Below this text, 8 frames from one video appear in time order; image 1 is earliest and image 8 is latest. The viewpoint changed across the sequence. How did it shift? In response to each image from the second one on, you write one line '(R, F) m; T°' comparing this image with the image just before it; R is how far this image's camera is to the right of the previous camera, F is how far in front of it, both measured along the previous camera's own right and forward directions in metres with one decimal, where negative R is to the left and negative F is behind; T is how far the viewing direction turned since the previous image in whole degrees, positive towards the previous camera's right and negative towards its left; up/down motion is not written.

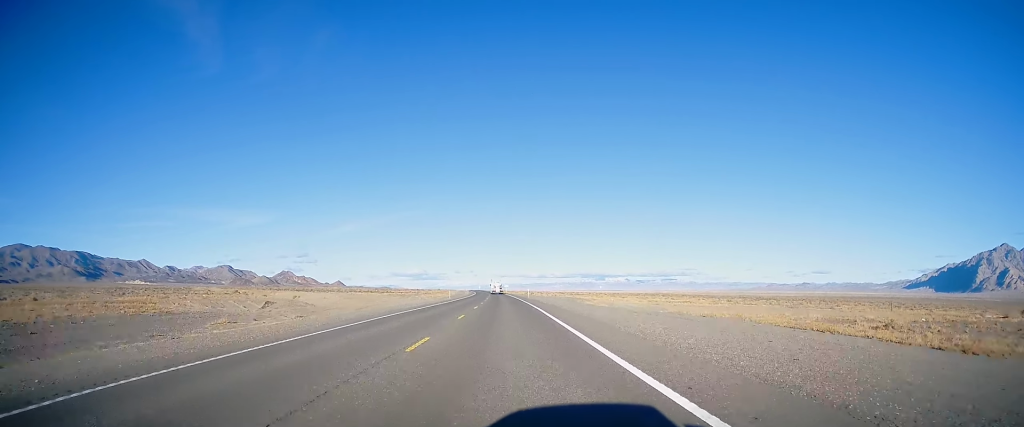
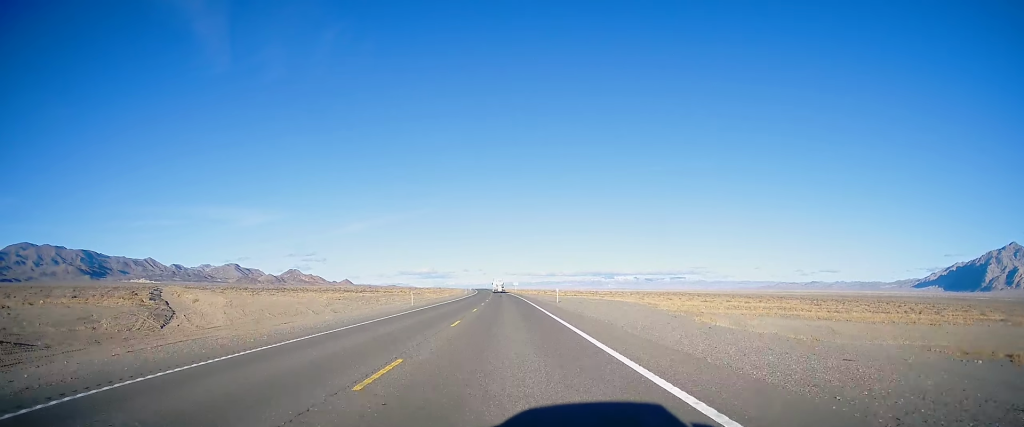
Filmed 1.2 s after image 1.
(-0.4, +40.9) m; -1°
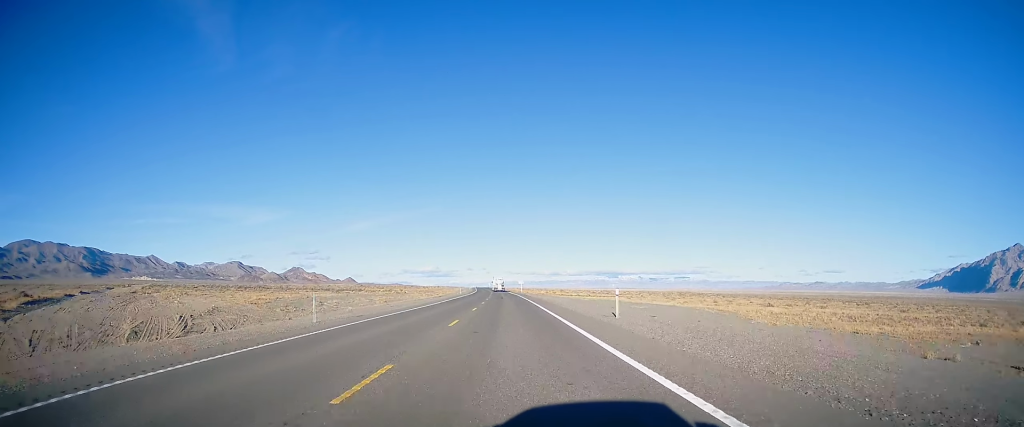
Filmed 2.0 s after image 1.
(+0.1, +25.2) m; -1°
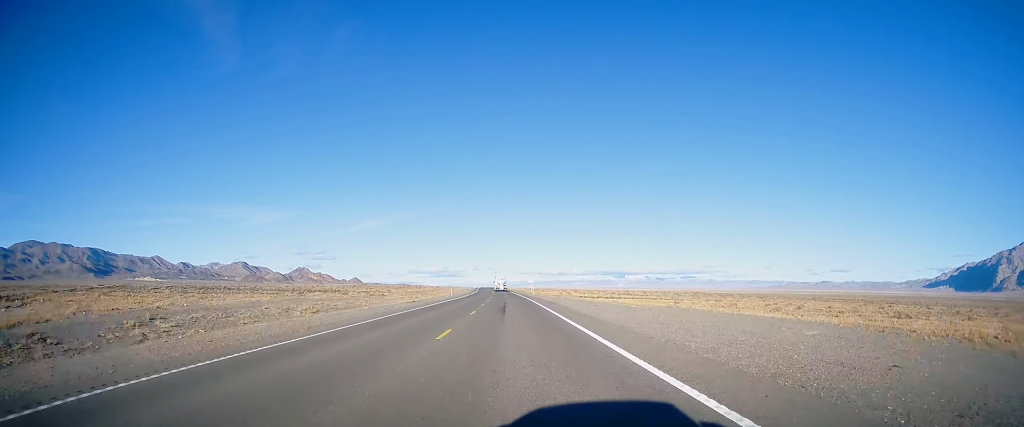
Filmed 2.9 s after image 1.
(-0.3, +28.5) m; -1°
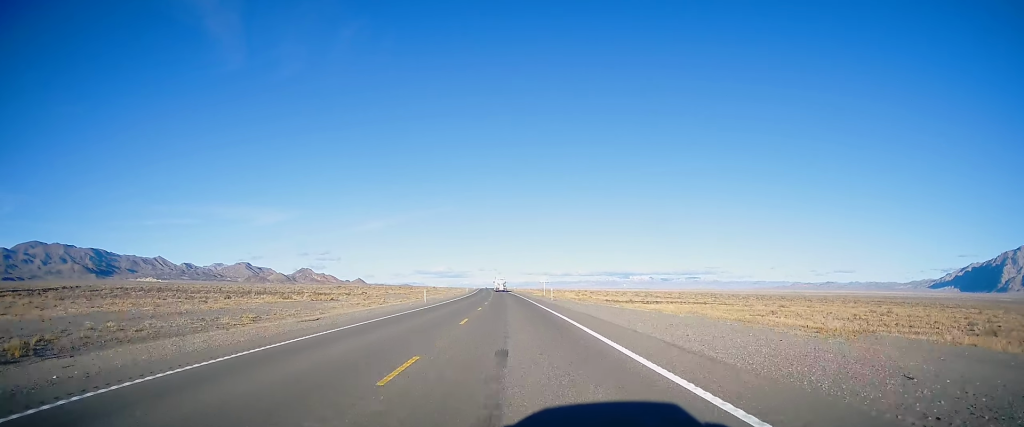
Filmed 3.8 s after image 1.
(-0.3, +30.8) m; -1°
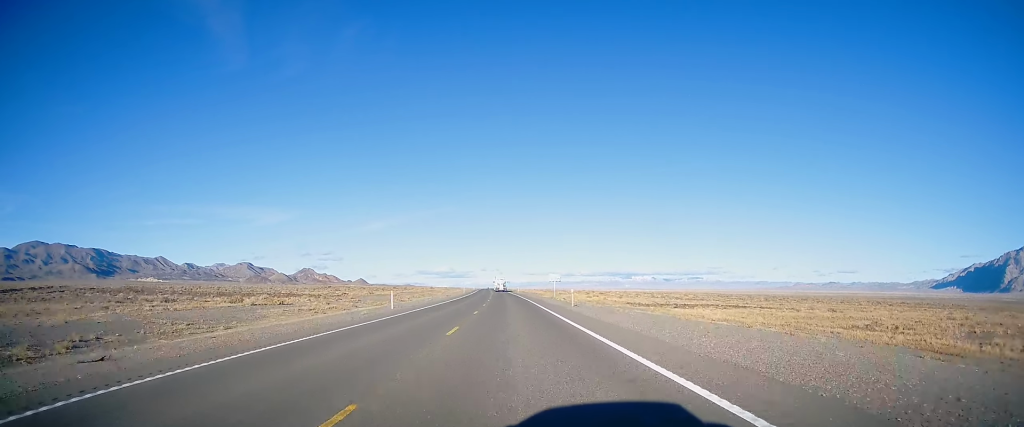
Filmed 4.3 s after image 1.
(0.0, +16.5) m; 0°
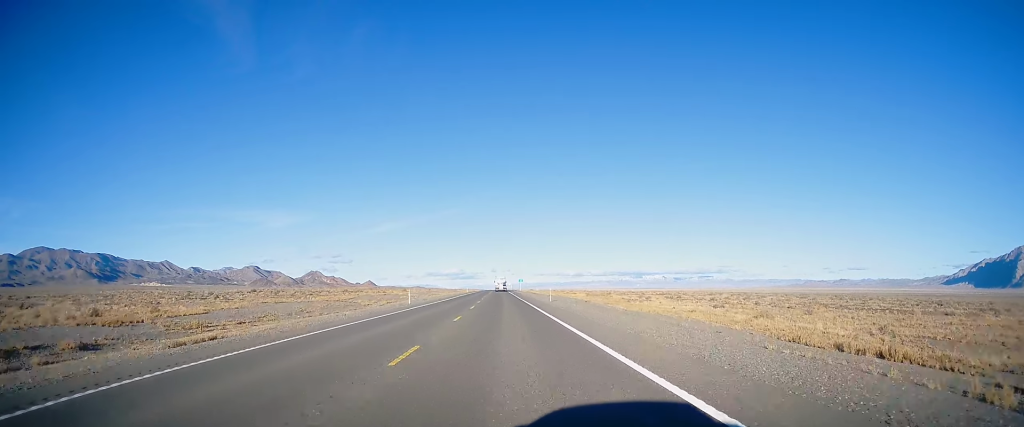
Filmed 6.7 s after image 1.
(-0.9, +79.5) m; -1°
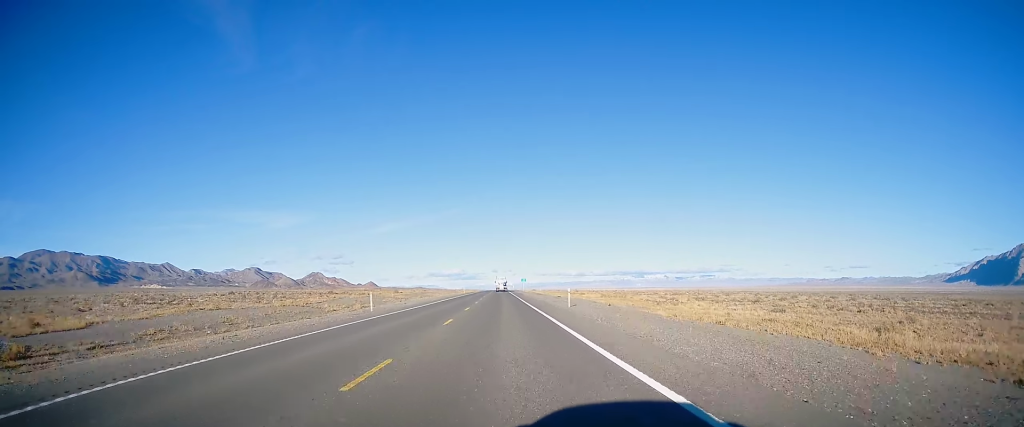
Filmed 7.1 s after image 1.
(0.0, +14.4) m; 0°
